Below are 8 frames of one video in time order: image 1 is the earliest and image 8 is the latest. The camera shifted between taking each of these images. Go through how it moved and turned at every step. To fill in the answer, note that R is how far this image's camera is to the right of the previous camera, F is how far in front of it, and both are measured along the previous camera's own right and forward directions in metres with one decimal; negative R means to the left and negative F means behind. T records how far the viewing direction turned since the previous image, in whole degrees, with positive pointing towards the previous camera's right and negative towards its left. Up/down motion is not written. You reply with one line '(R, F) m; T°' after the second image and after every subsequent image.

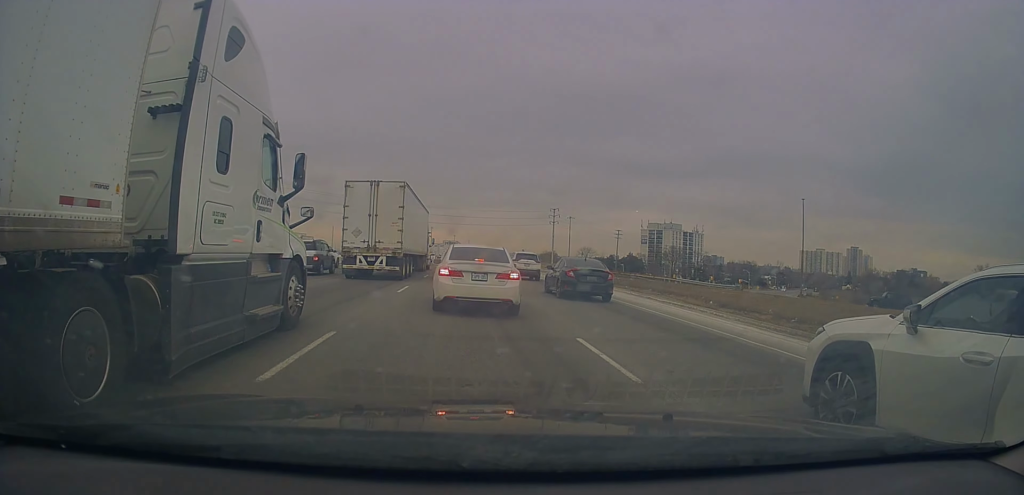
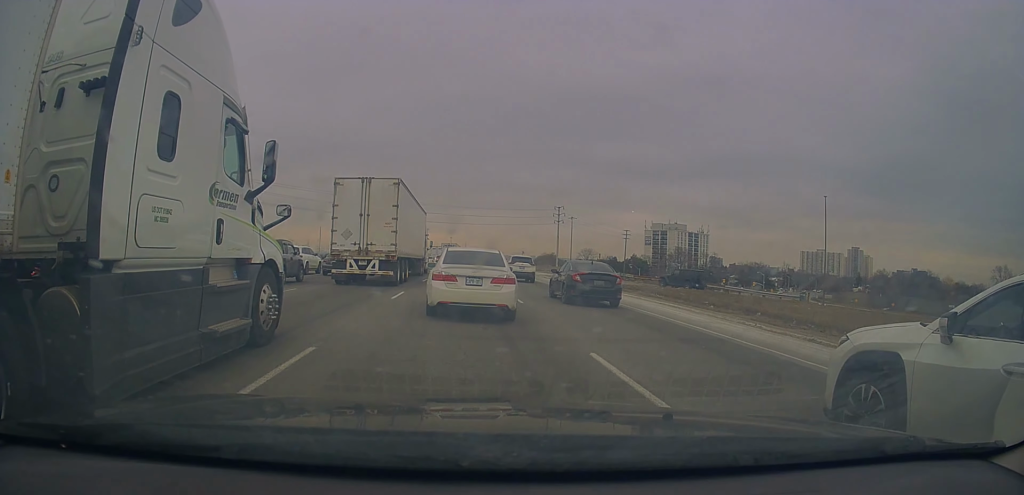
(-0.4, +15.8) m; -2°
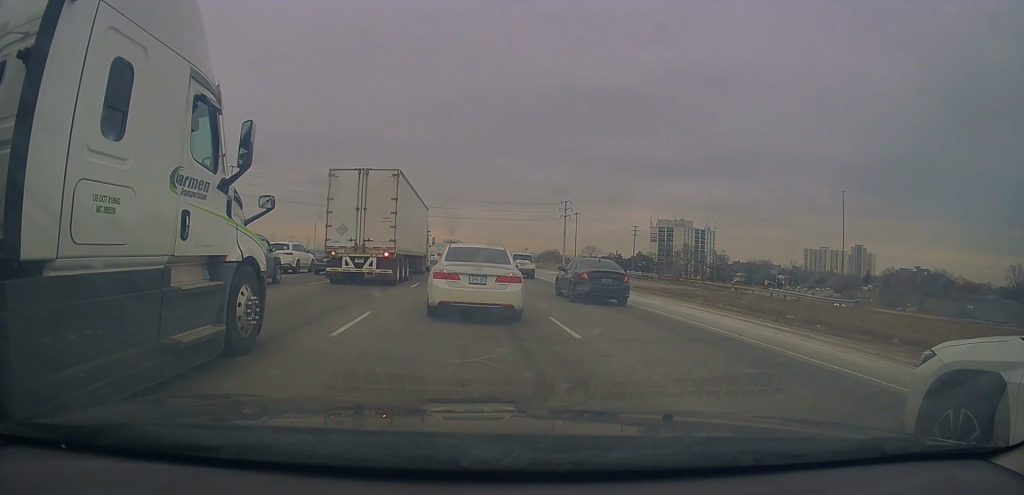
(+0.3, +7.8) m; +1°
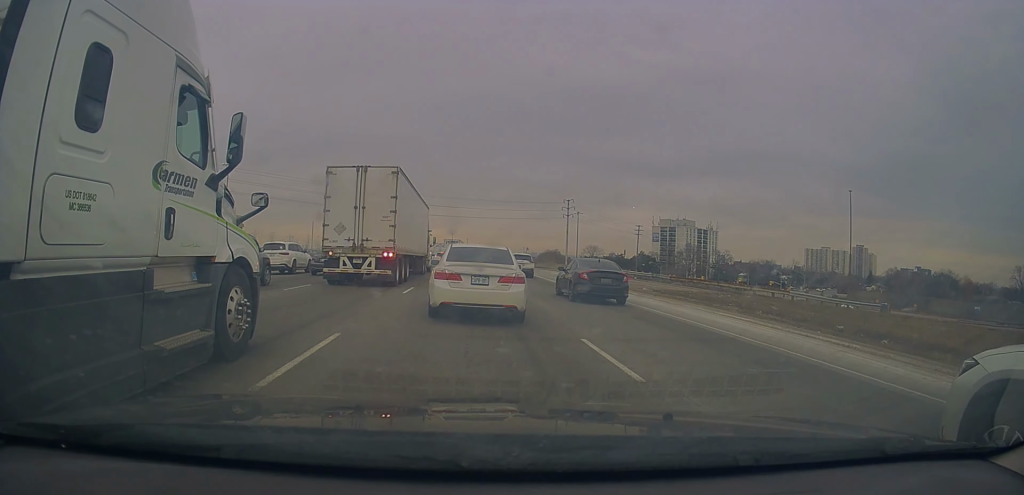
(-0.1, +3.3) m; -2°
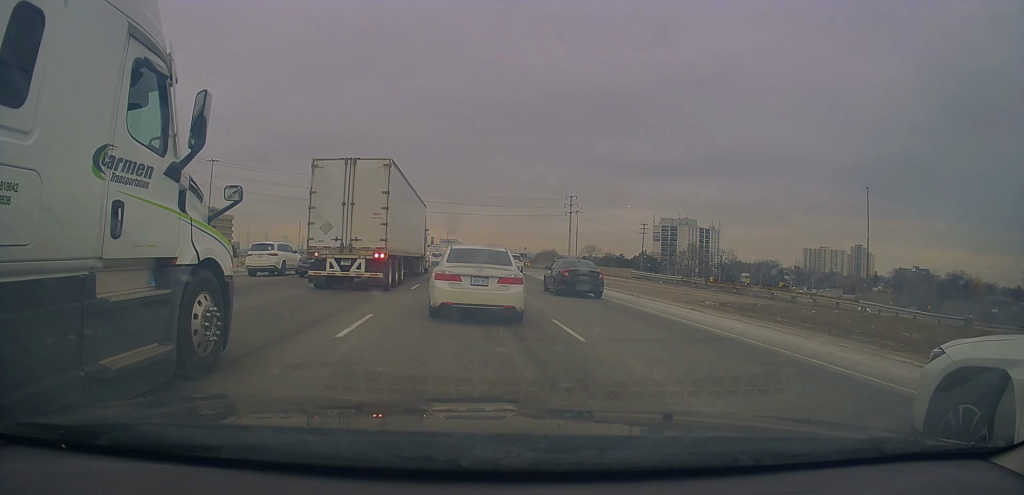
(-0.2, +9.6) m; -2°
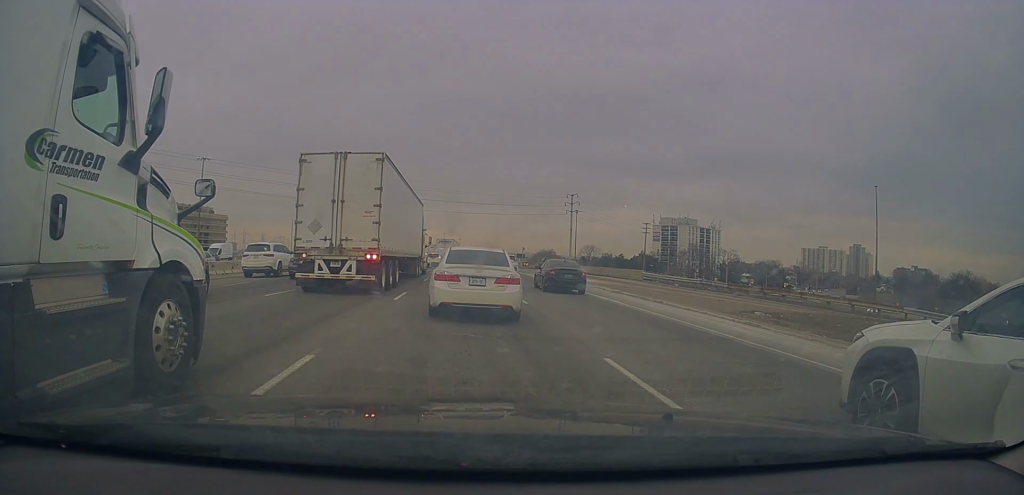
(0.0, +4.7) m; 0°
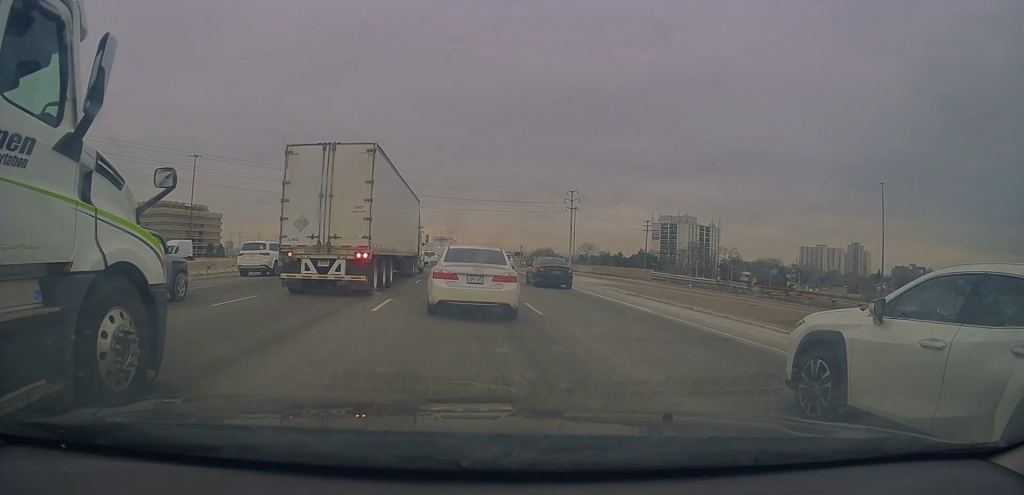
(0.0, +3.3) m; +1°
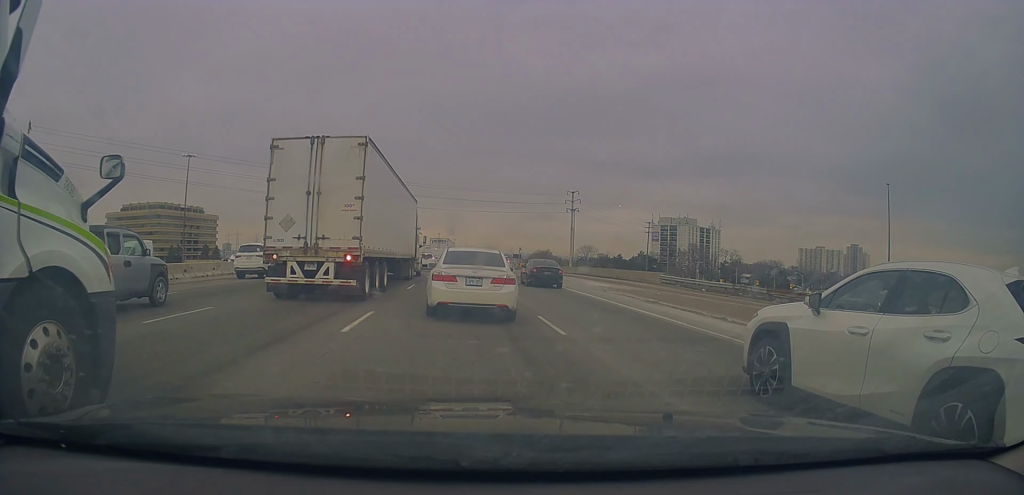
(0.0, +2.8) m; +1°
